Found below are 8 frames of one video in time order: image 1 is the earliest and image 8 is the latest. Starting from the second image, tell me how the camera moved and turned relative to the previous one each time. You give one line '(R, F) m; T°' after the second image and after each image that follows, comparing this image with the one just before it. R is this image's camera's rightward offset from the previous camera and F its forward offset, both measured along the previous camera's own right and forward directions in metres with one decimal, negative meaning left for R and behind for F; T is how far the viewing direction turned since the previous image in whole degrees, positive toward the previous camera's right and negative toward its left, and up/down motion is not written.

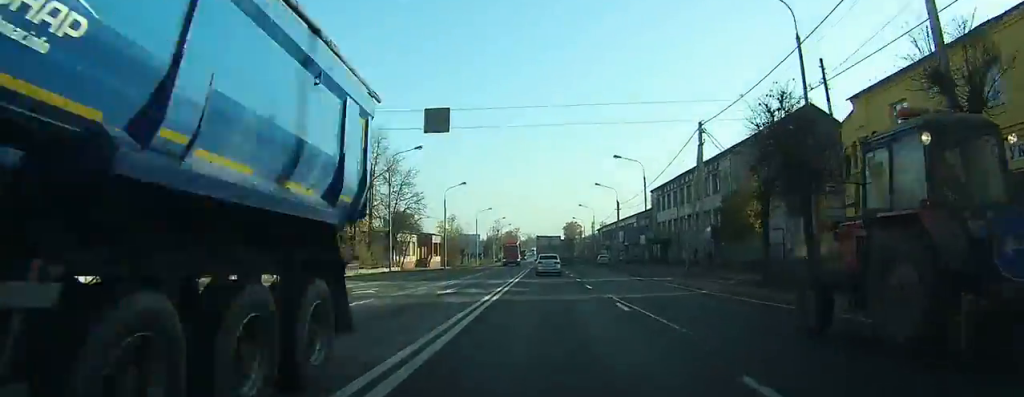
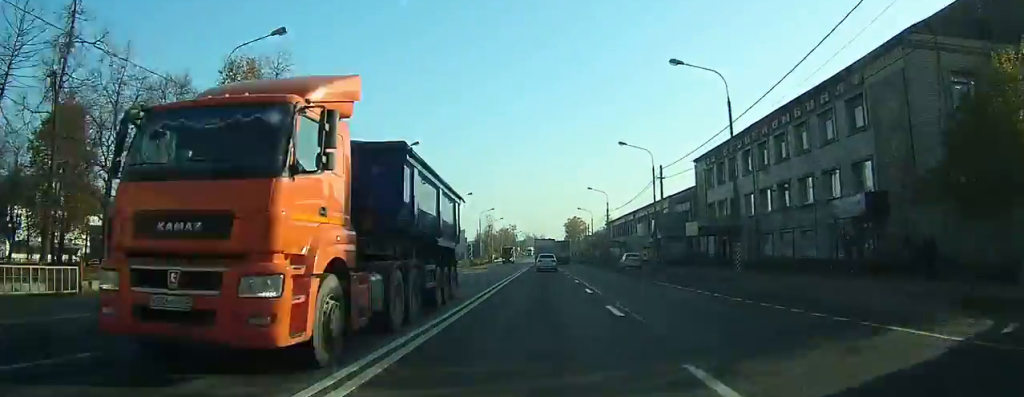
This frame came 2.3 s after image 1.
(-0.1, +27.0) m; 0°
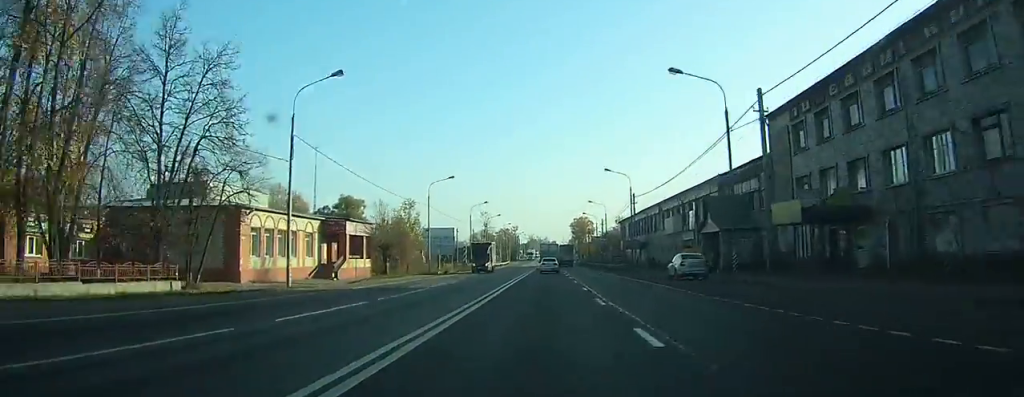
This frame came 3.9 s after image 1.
(-0.1, +20.0) m; 0°
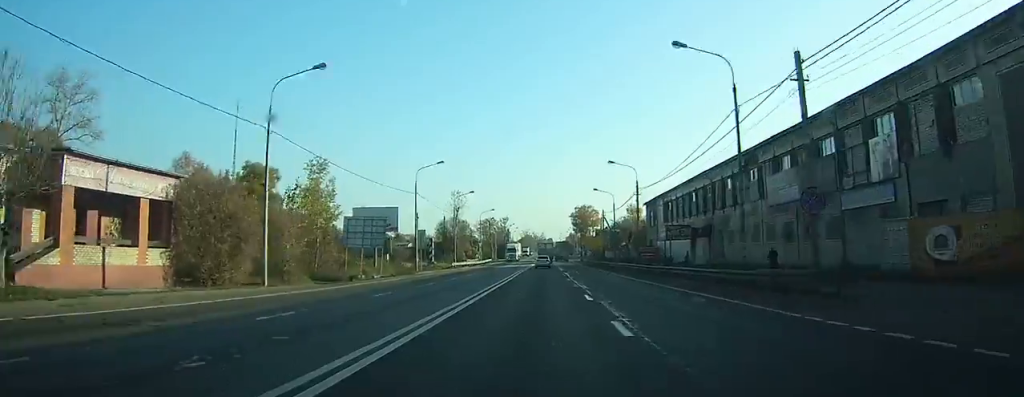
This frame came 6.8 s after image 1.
(+0.4, +37.9) m; +1°
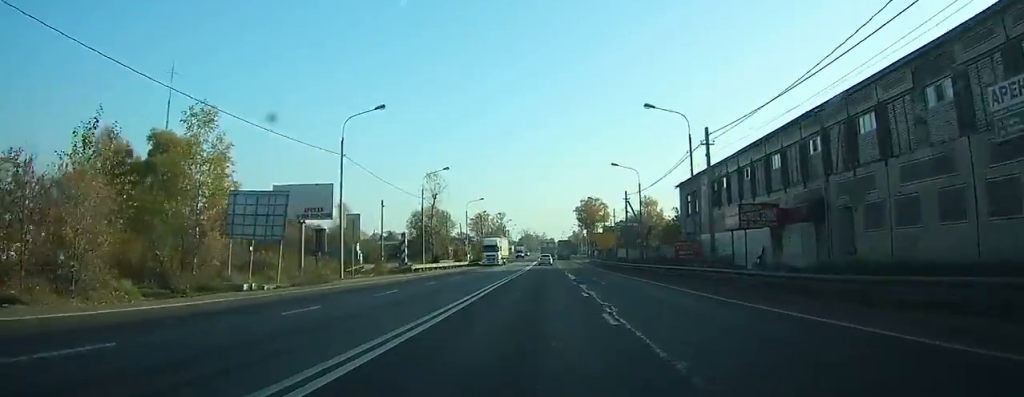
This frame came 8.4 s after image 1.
(+0.1, +22.3) m; 0°
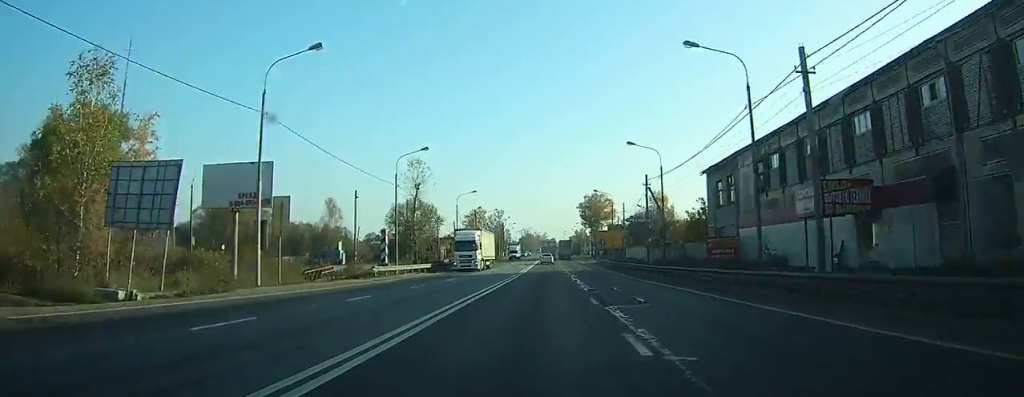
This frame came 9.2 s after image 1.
(-0.1, +11.6) m; 0°
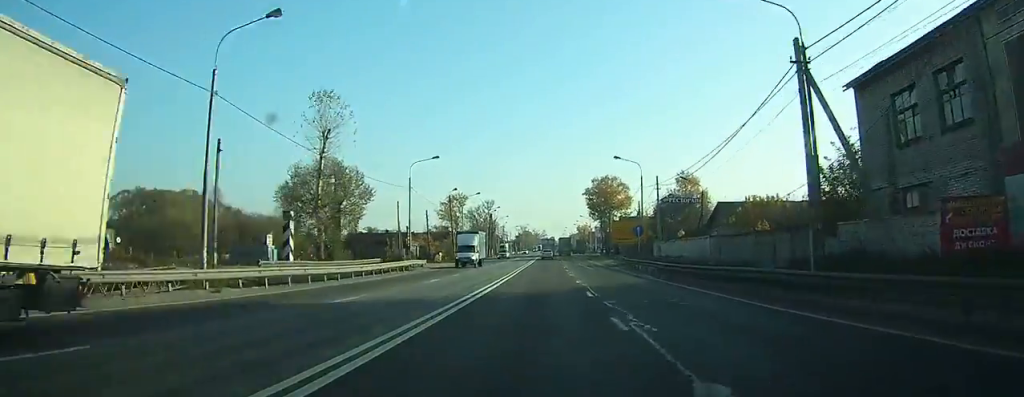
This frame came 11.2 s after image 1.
(-0.1, +29.4) m; 0°
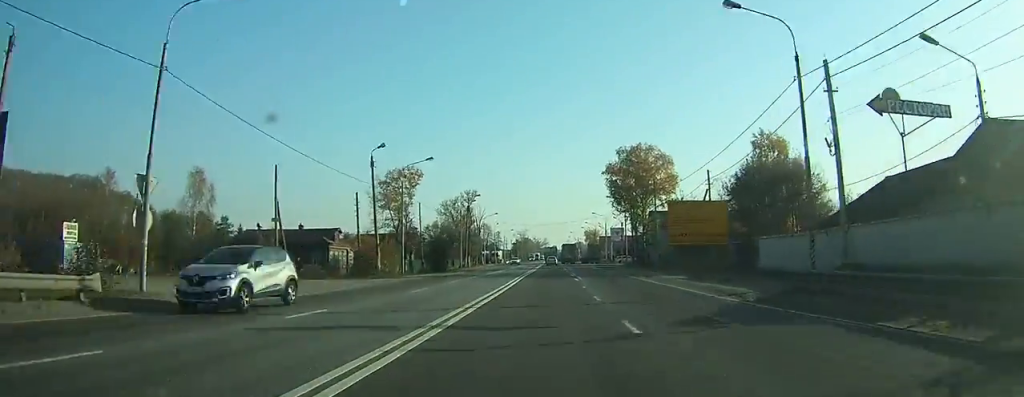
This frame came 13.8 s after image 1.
(+0.1, +39.6) m; 0°
